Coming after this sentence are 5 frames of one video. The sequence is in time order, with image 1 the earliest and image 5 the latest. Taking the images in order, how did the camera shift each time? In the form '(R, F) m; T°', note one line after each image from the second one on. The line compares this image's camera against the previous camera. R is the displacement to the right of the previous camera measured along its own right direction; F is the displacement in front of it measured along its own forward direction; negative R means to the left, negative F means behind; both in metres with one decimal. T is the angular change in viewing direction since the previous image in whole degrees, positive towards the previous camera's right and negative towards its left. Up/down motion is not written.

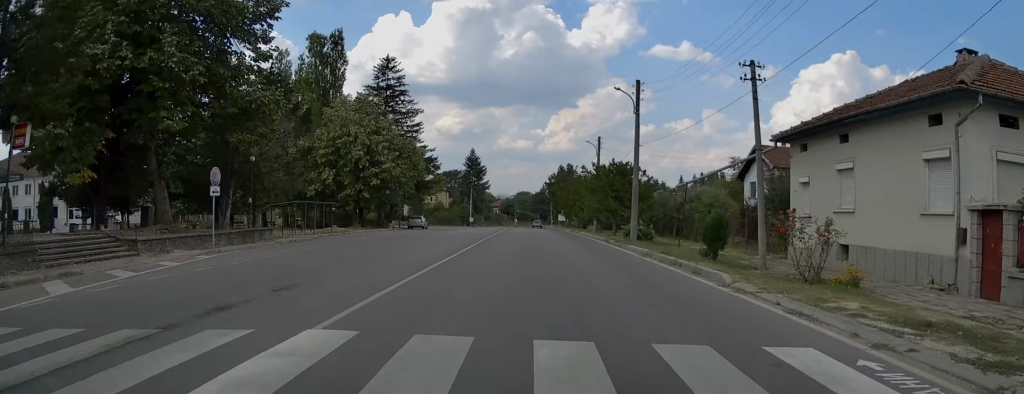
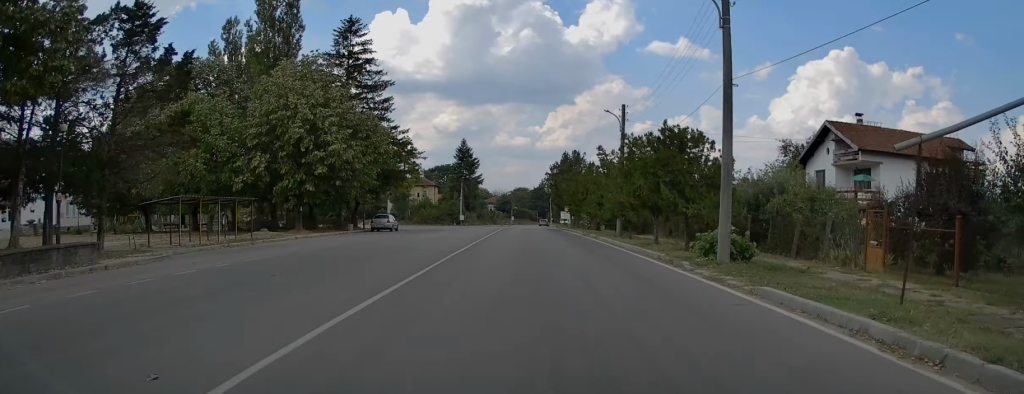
(0.0, +14.4) m; 0°
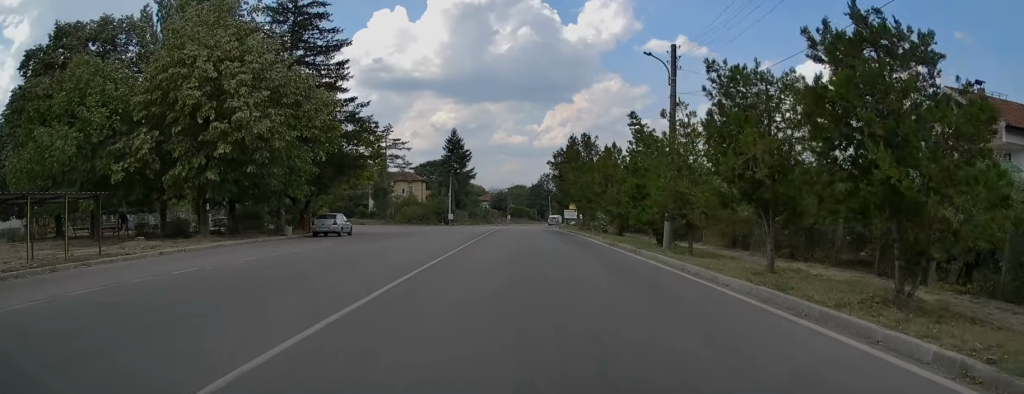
(+0.1, +13.4) m; 0°
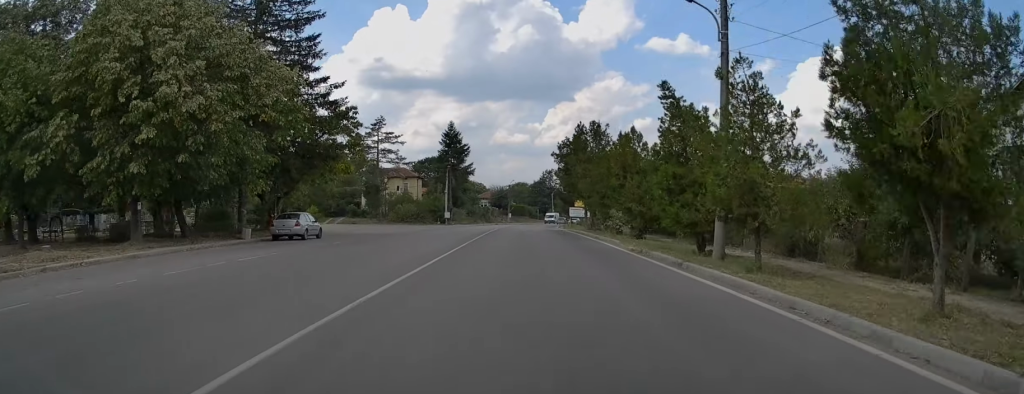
(-0.2, +6.3) m; 0°
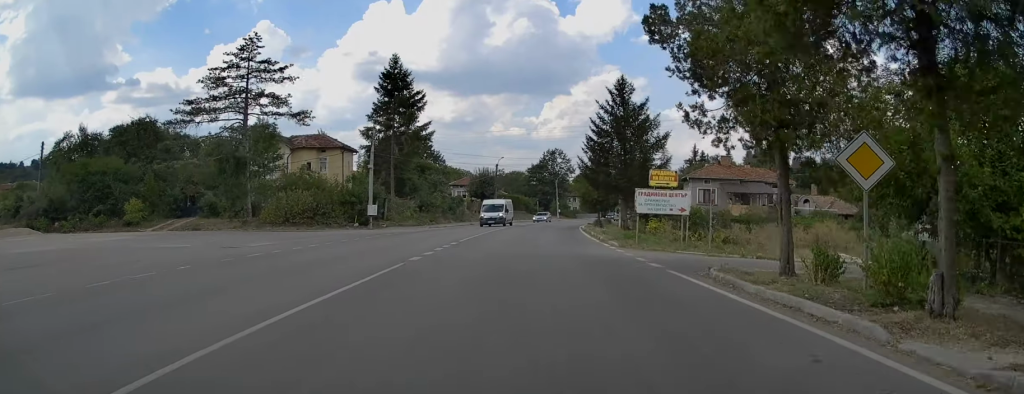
(+0.8, +43.1) m; +1°
